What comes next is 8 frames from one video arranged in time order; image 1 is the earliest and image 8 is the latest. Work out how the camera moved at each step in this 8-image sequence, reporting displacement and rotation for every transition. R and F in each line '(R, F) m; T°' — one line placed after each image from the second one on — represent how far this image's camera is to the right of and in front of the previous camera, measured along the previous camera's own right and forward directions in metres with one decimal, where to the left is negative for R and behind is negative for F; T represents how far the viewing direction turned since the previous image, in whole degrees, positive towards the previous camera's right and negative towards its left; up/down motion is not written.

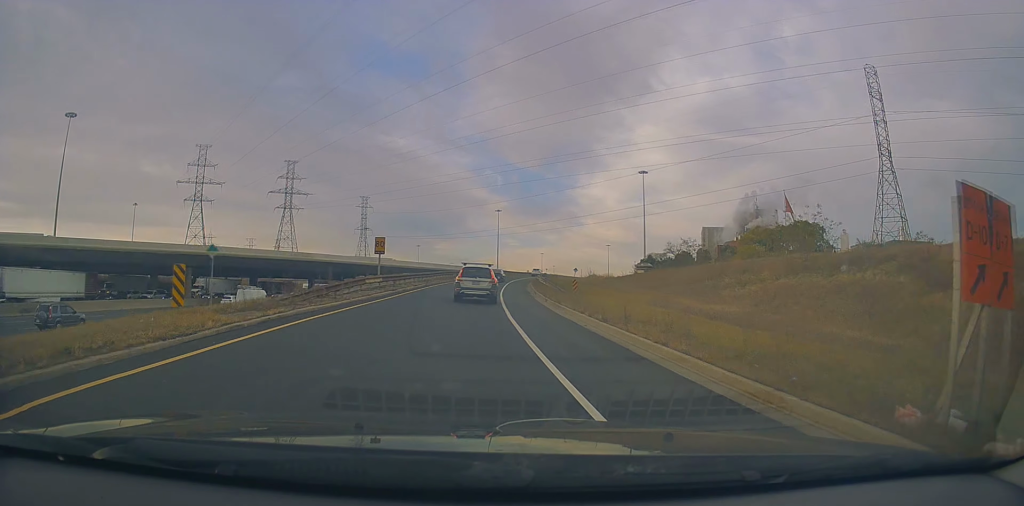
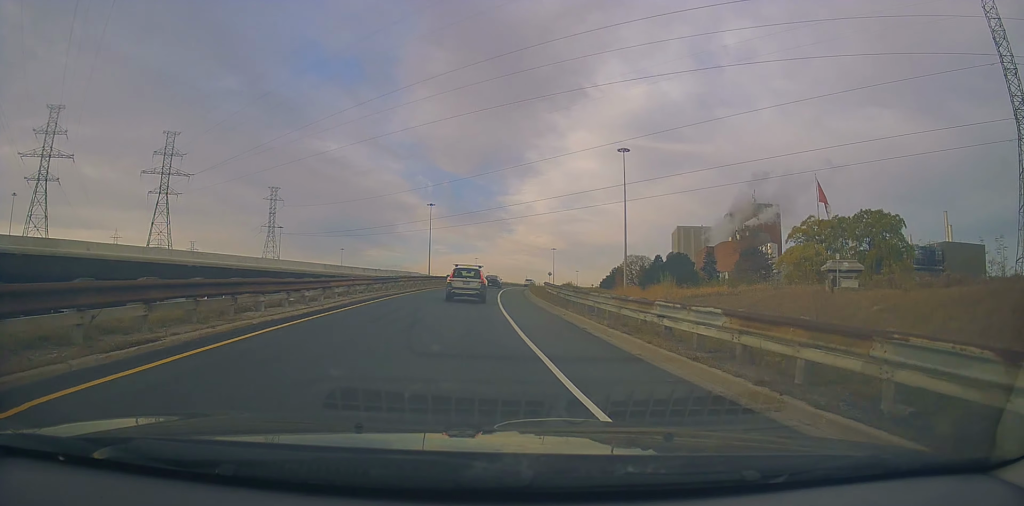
(+1.5, +51.1) m; +6°
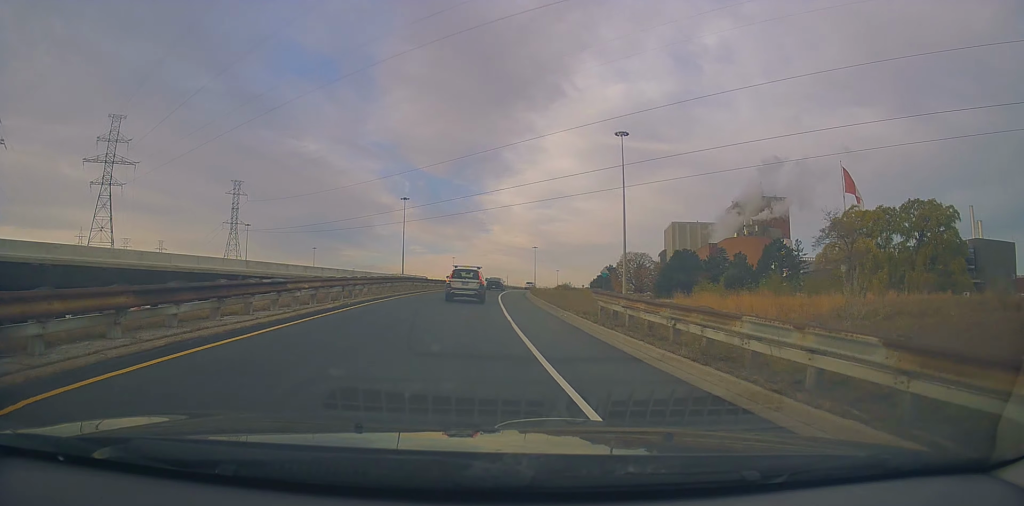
(+1.3, +20.3) m; +5°
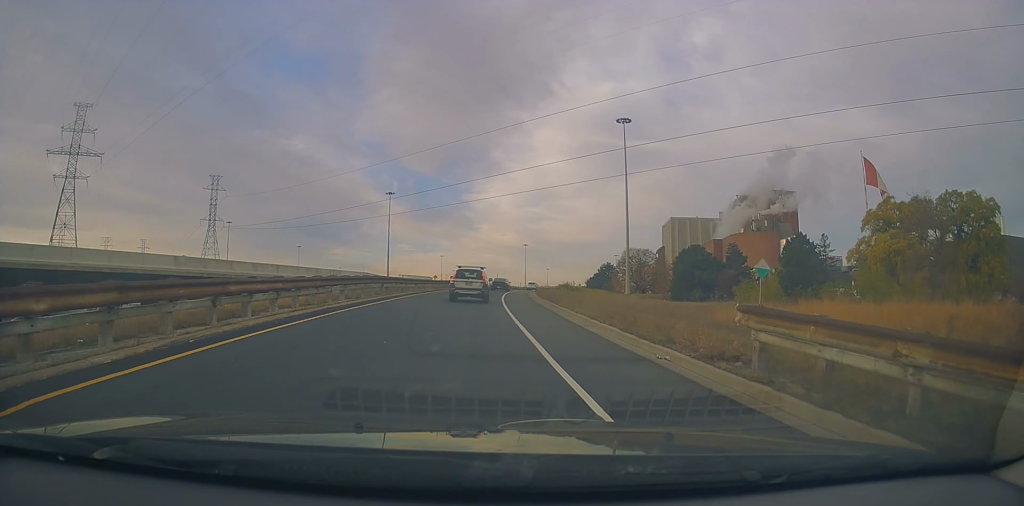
(+0.2, +11.1) m; +1°
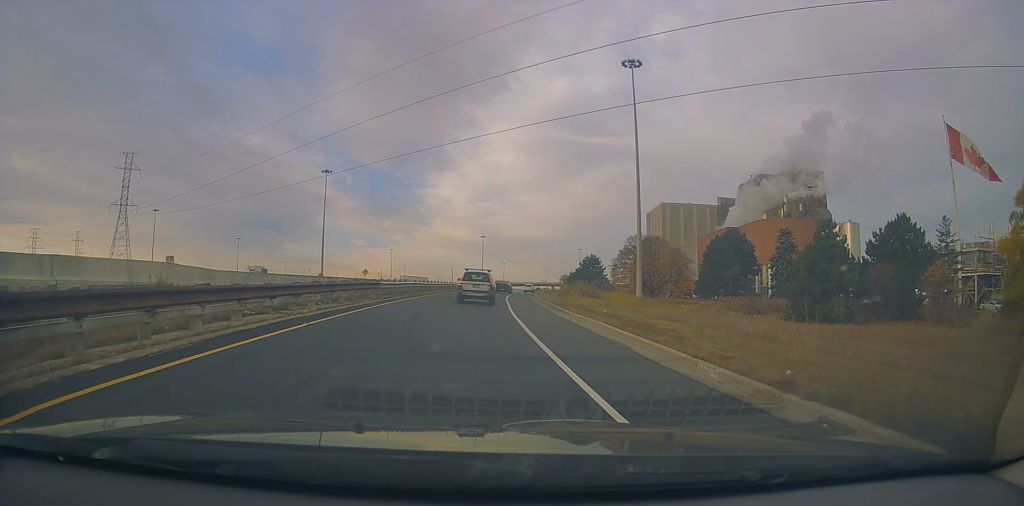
(+1.1, +37.4) m; +4°
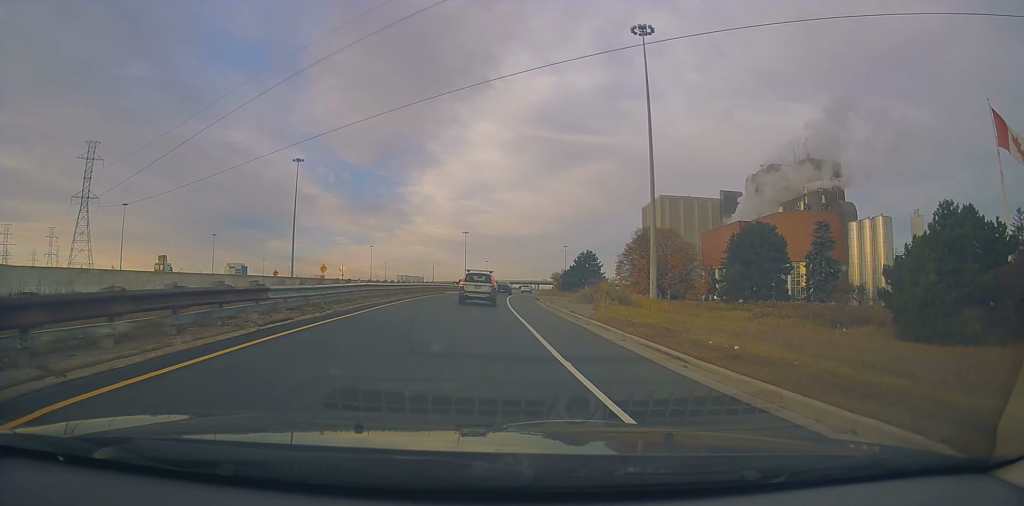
(+0.5, +14.1) m; +1°
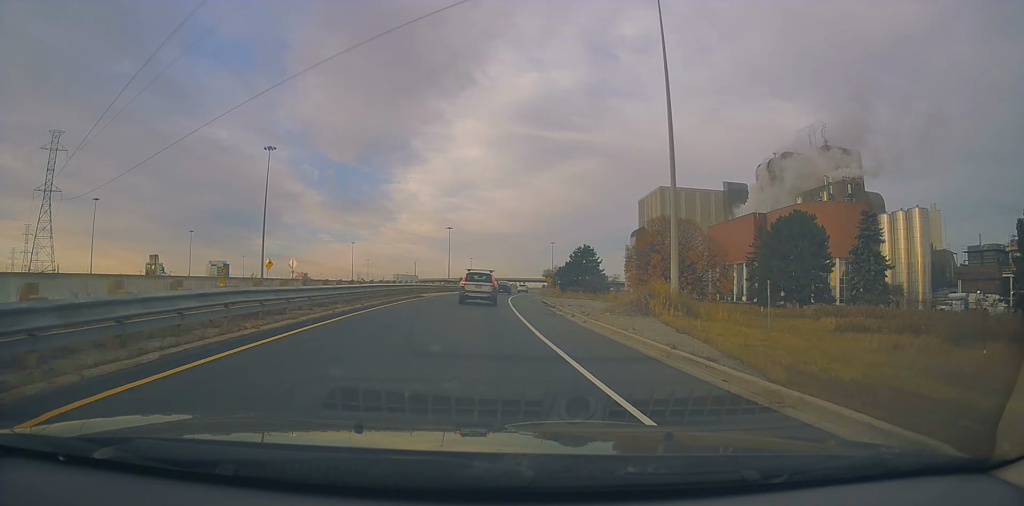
(-0.1, +13.0) m; +2°
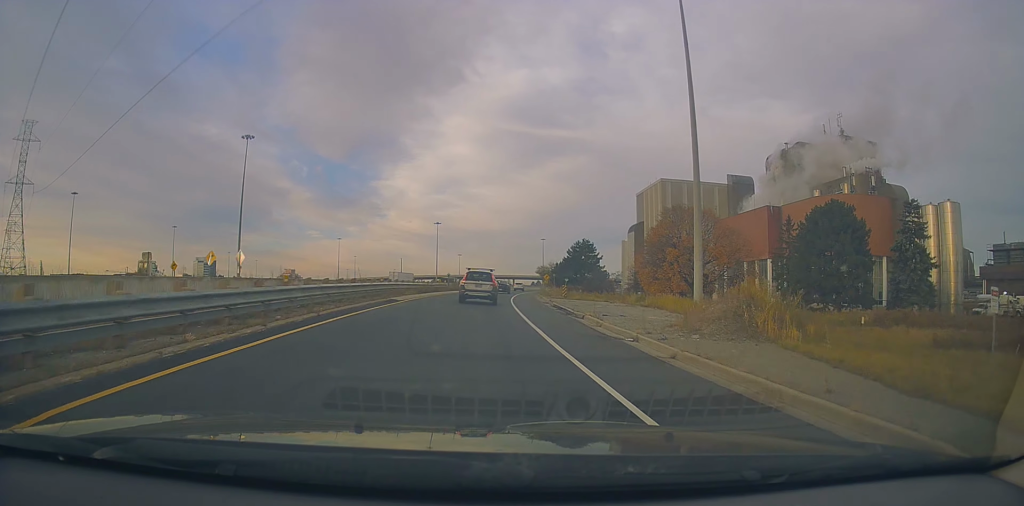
(-0.4, +9.9) m; +2°
